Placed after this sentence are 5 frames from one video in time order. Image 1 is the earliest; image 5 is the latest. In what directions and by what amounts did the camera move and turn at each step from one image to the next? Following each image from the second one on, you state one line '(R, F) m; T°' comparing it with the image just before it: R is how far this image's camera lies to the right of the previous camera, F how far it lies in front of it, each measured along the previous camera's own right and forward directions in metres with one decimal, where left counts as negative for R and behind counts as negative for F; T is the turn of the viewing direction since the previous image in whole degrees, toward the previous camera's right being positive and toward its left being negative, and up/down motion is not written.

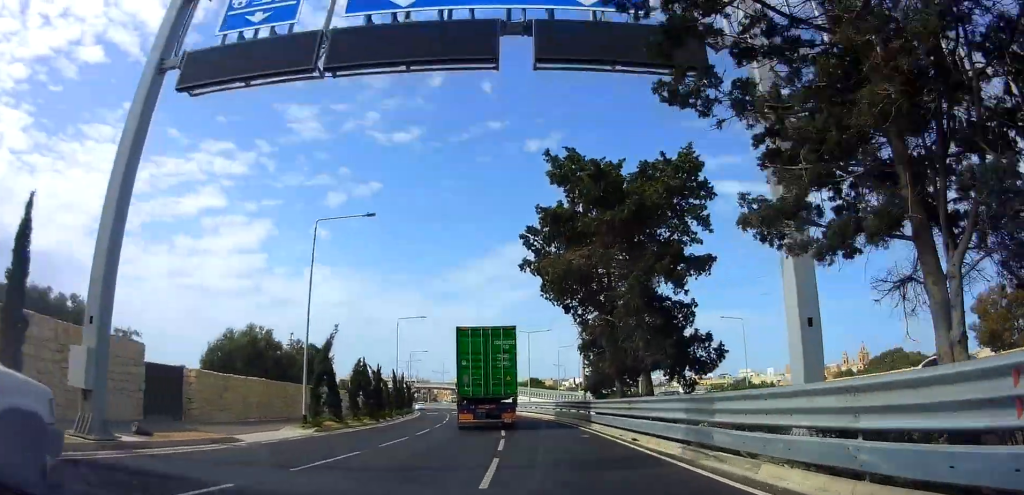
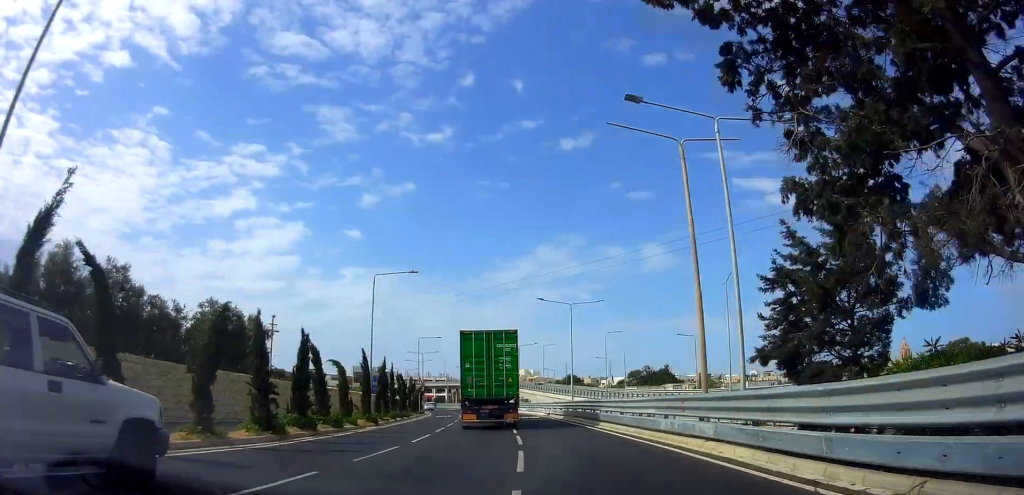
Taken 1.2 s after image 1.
(-0.8, +16.5) m; -2°
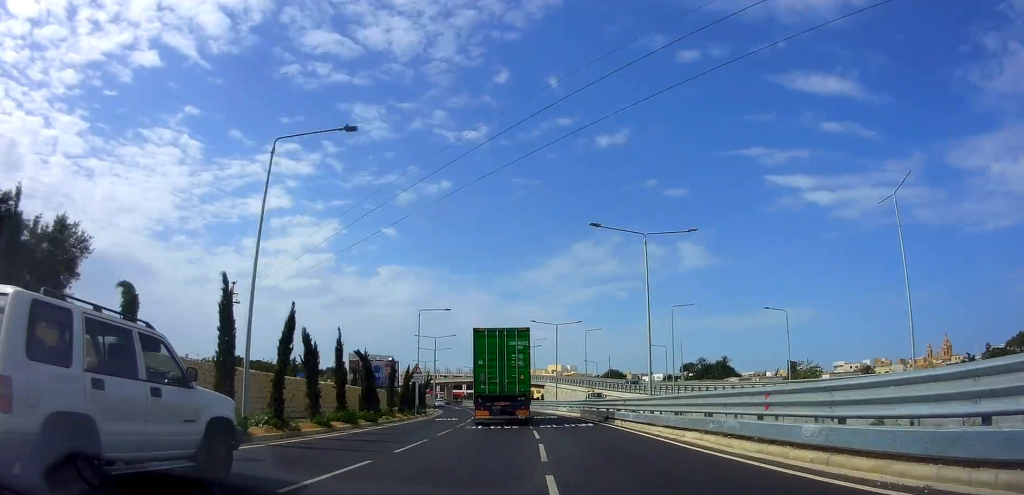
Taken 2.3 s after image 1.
(+0.2, +17.2) m; -2°
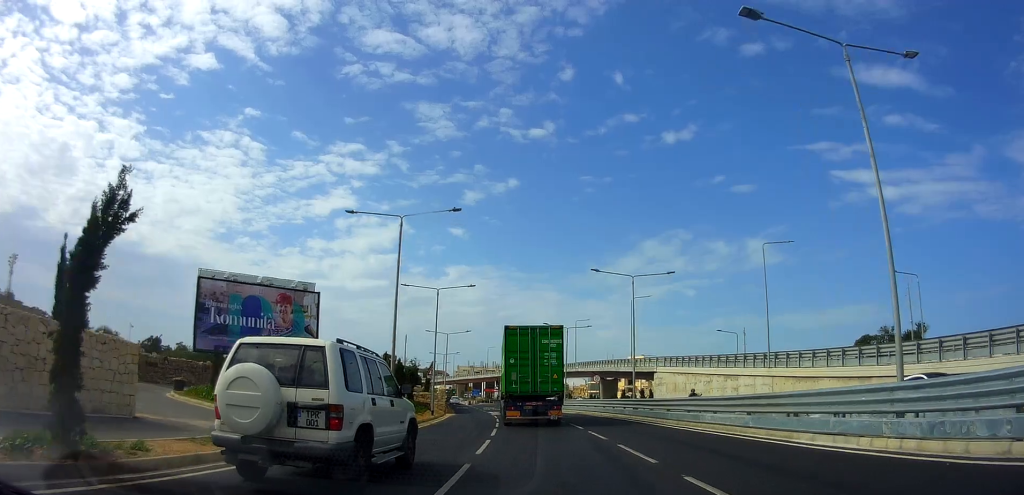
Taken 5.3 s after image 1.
(-4.1, +43.7) m; -11°
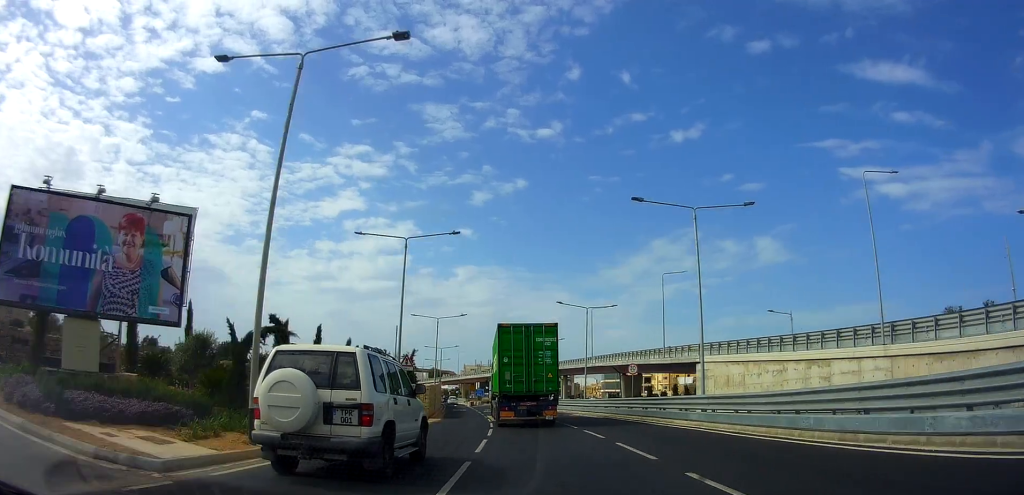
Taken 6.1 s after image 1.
(-0.3, +12.1) m; 0°
